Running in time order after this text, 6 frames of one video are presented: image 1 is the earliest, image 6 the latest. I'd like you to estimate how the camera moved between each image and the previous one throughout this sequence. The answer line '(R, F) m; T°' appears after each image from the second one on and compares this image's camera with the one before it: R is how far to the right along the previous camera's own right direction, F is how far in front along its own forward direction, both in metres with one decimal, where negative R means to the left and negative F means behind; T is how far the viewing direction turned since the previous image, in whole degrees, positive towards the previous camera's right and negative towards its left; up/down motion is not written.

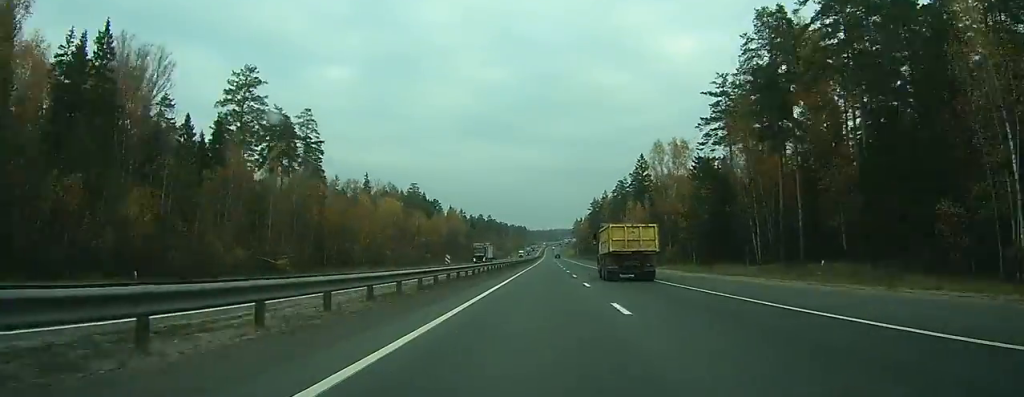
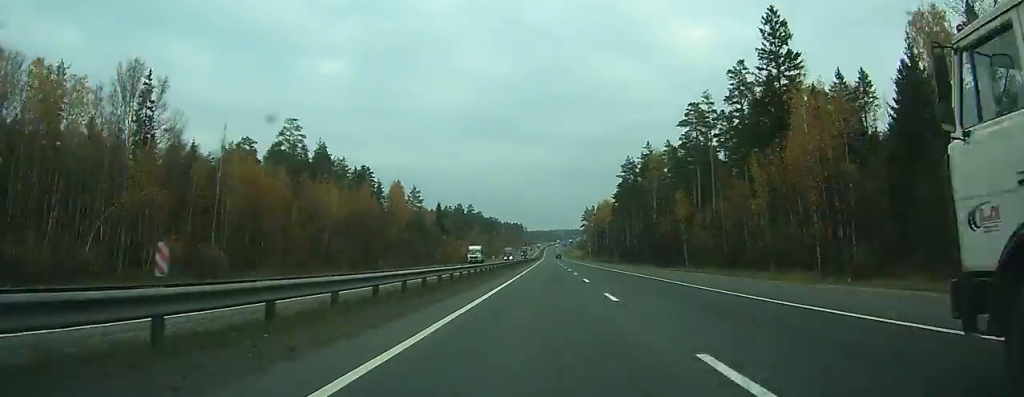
(+0.3, +101.0) m; 0°
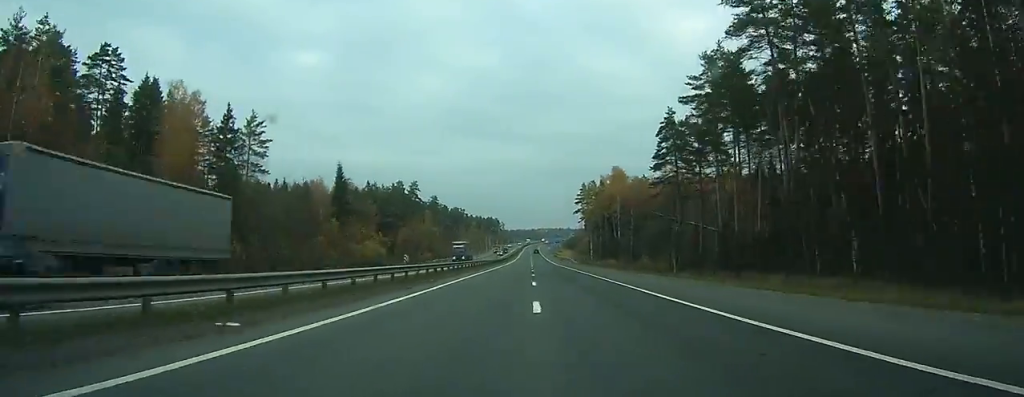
(+0.7, +94.7) m; +1°
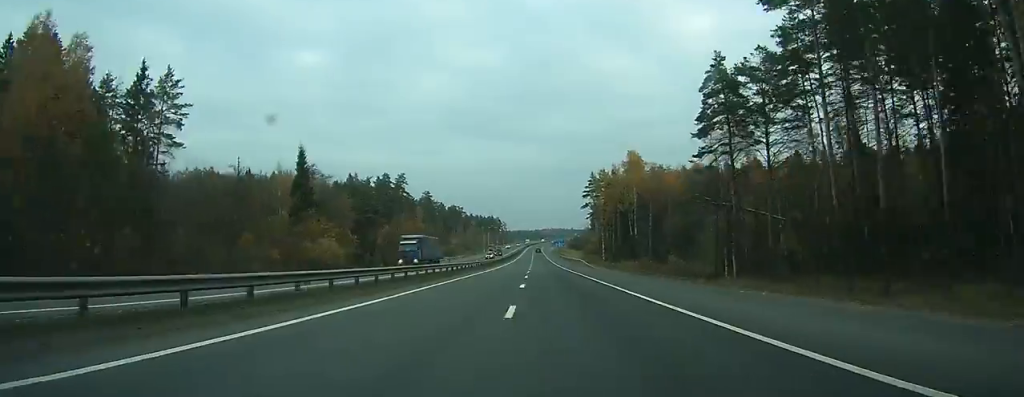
(0.0, +23.5) m; 0°
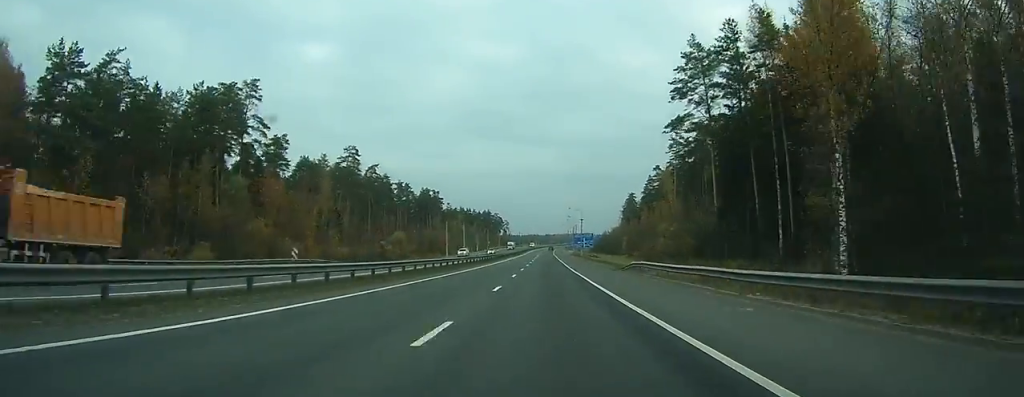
(+0.1, +115.3) m; 0°
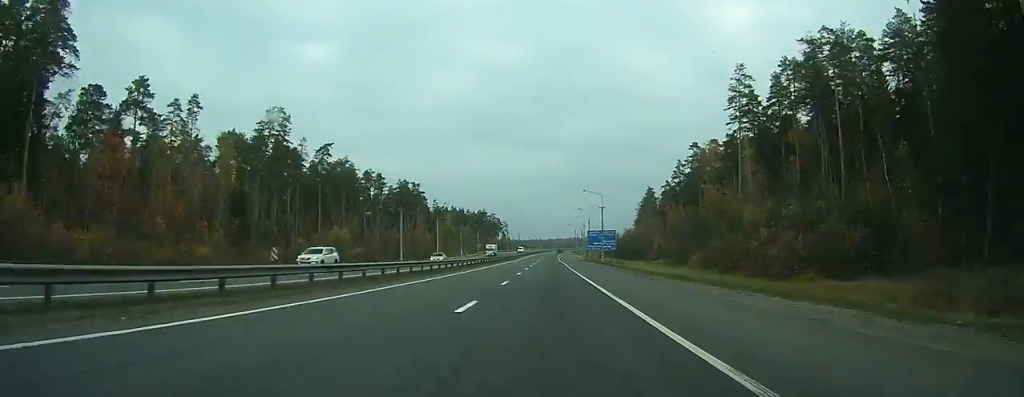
(-0.2, +48.1) m; 0°
